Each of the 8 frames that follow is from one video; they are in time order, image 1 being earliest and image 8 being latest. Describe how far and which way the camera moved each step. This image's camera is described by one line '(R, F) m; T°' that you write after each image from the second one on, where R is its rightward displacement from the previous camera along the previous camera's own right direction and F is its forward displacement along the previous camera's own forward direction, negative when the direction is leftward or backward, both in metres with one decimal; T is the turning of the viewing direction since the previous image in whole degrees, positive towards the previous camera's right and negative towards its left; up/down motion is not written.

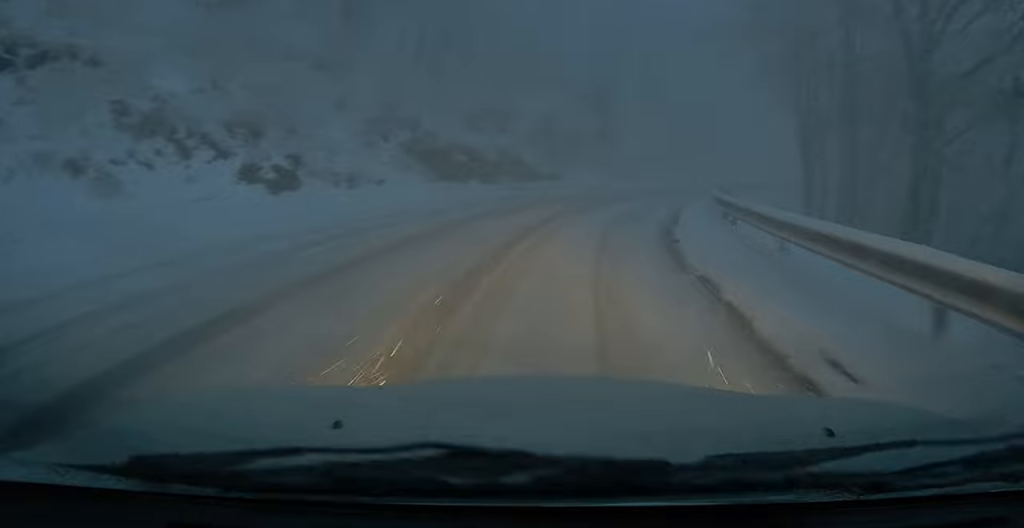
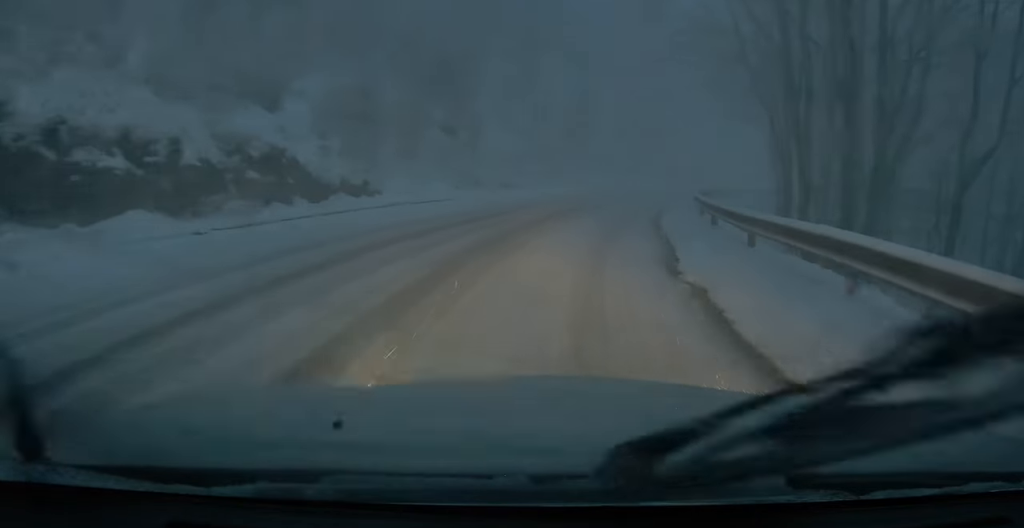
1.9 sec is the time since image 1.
(+1.0, +13.8) m; +10°
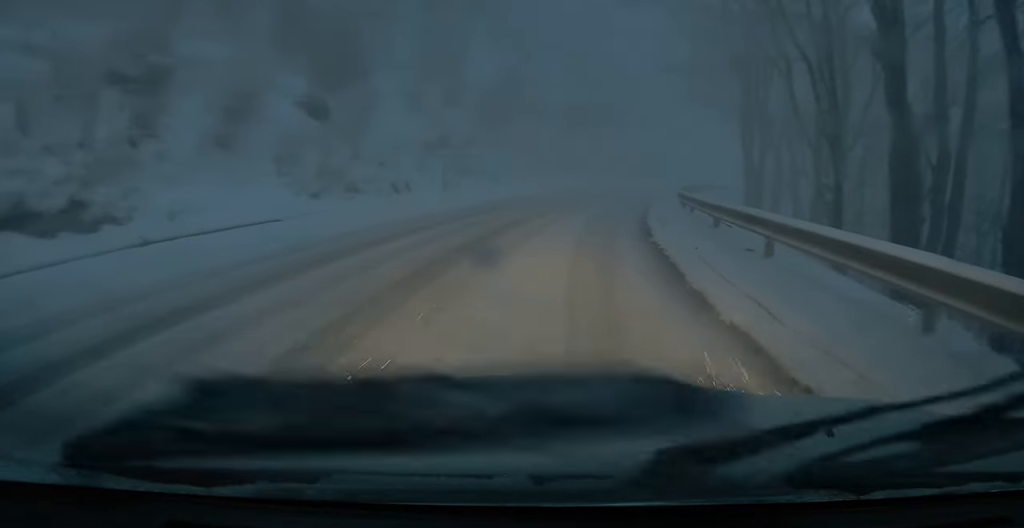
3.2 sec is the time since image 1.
(+0.4, +8.9) m; +2°
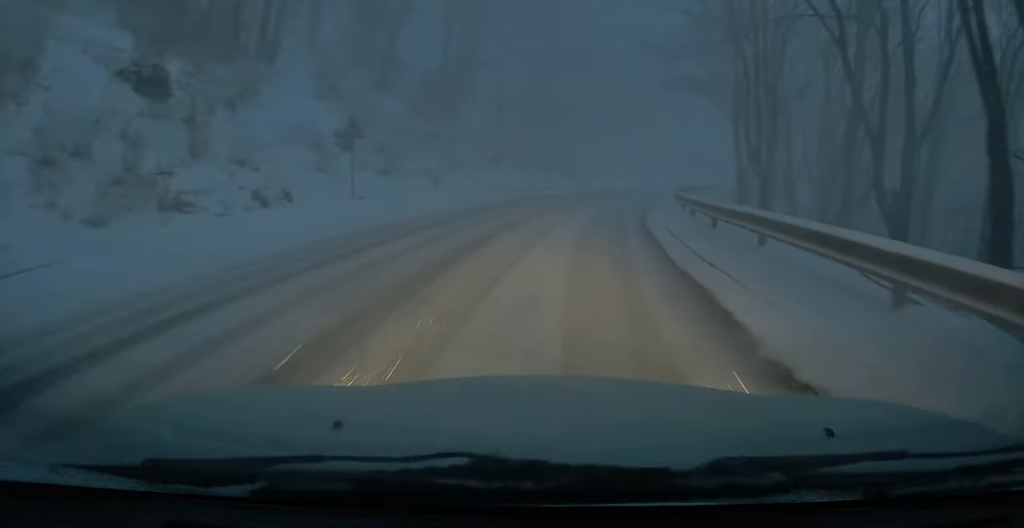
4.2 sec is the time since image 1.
(0.0, +6.4) m; +4°
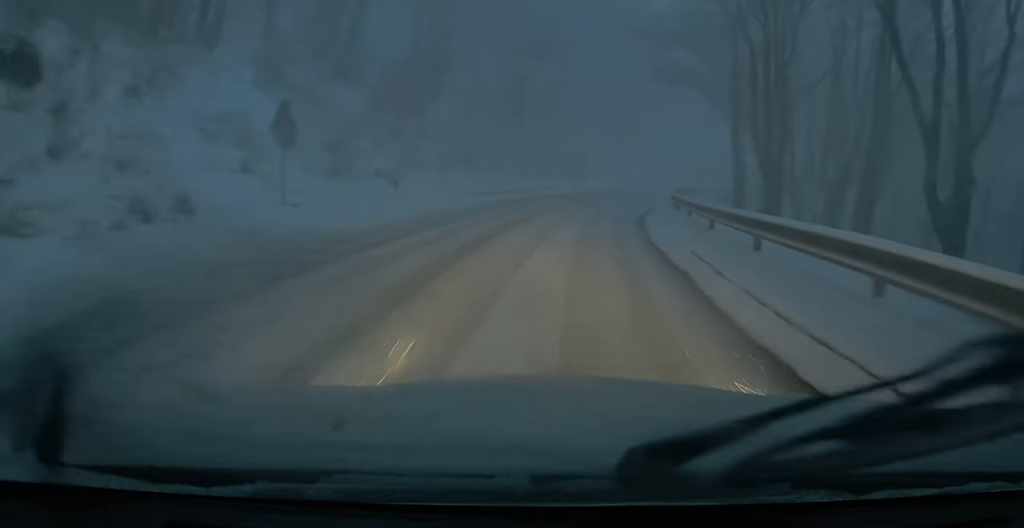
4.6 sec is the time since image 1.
(0.0, +3.0) m; +4°
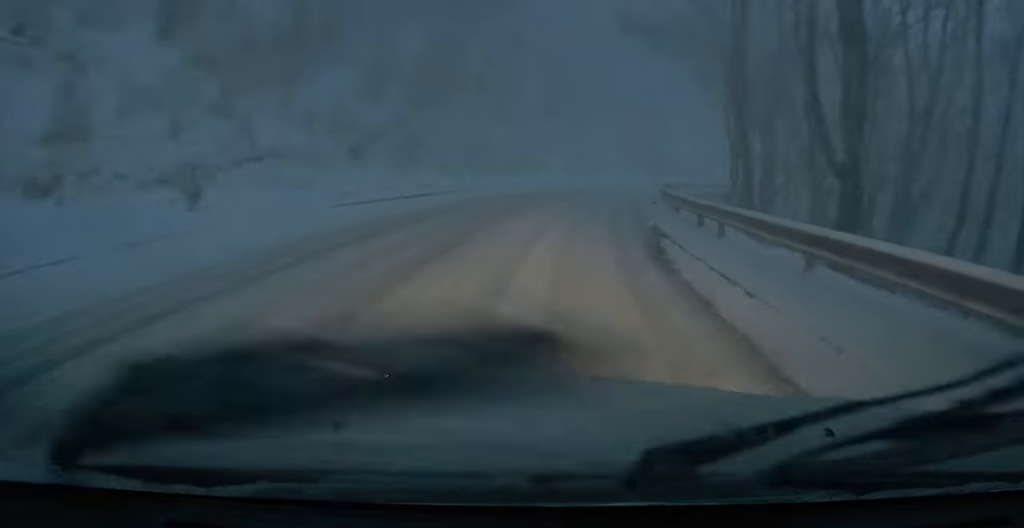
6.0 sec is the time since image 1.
(+0.8, +8.8) m; +6°
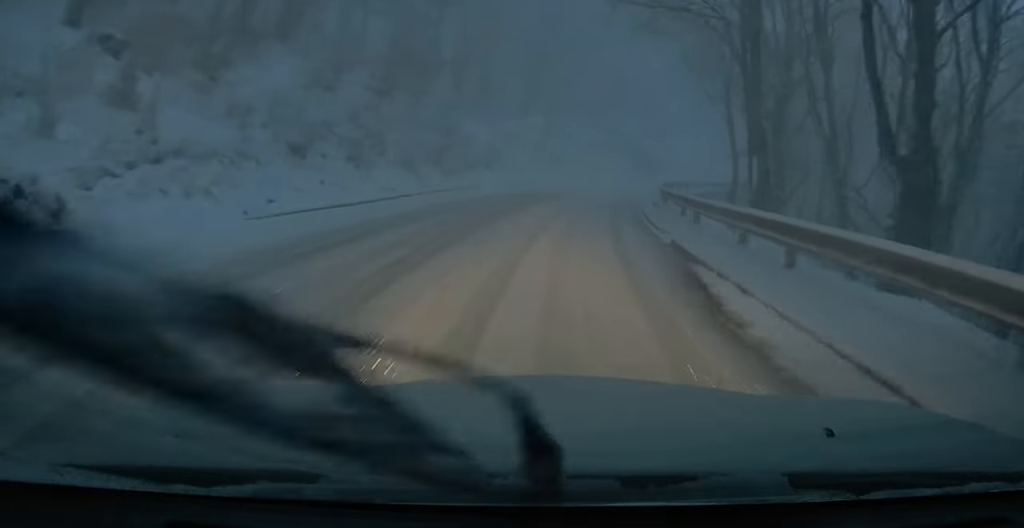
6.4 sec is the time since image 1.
(0.0, +3.1) m; 0°
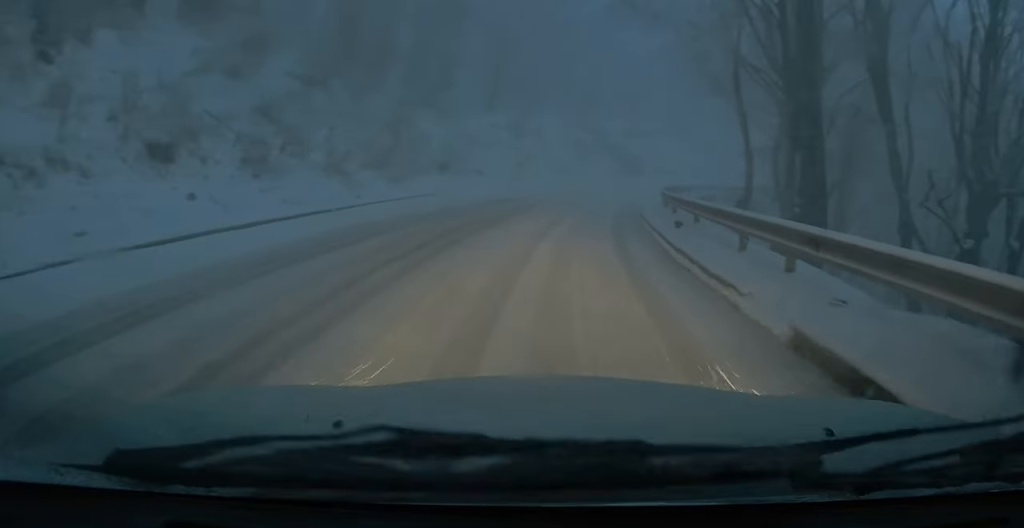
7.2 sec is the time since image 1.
(0.0, +5.3) m; +1°
